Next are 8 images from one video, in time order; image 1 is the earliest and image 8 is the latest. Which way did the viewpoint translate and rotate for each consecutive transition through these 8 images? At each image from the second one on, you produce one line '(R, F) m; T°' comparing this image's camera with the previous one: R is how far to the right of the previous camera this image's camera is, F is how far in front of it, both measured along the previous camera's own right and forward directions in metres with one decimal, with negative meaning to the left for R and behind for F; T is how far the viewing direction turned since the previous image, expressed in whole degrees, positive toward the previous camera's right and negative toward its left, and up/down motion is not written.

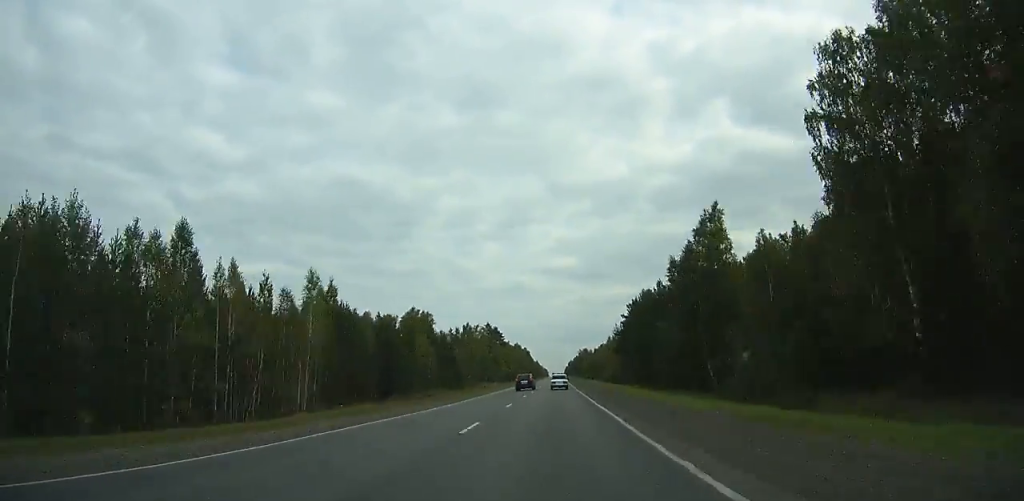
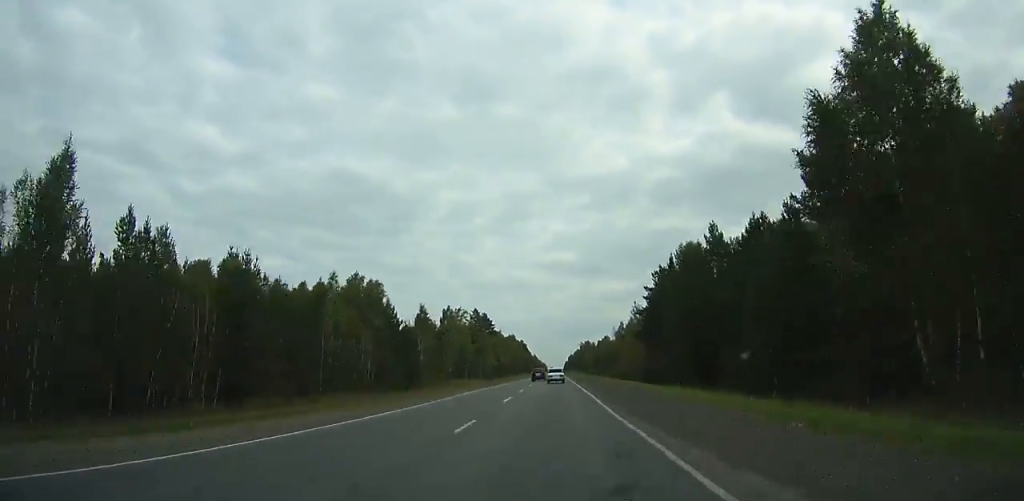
(0.0, +35.7) m; 0°
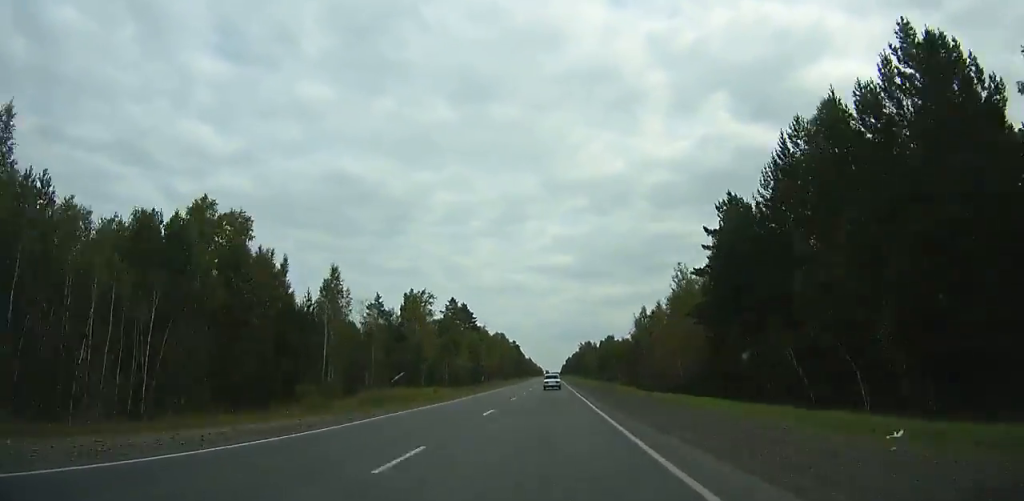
(-0.2, +41.1) m; 0°
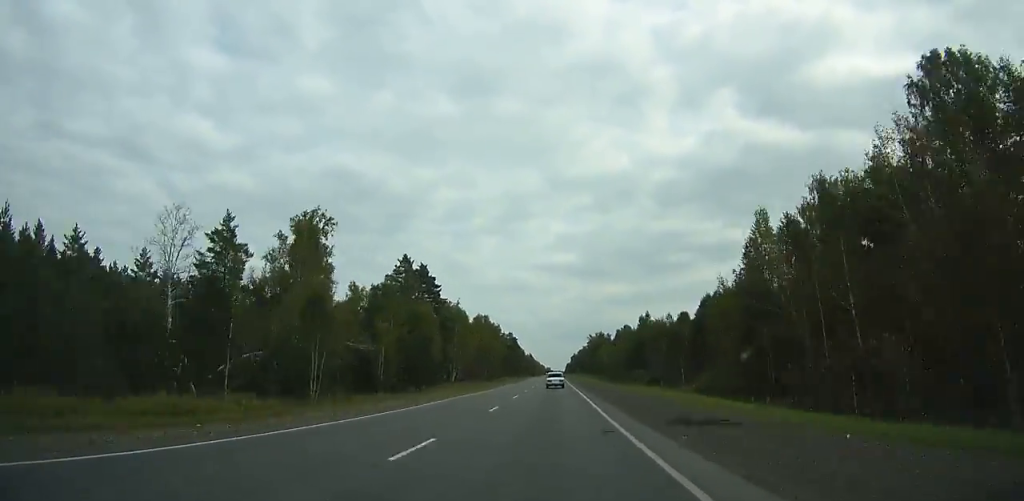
(-0.1, +58.3) m; 0°
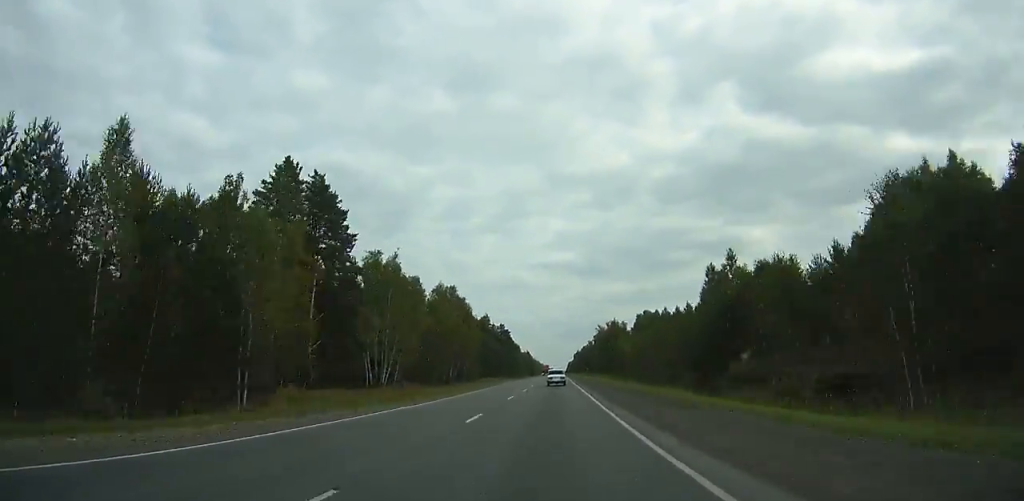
(0.0, +52.3) m; 0°
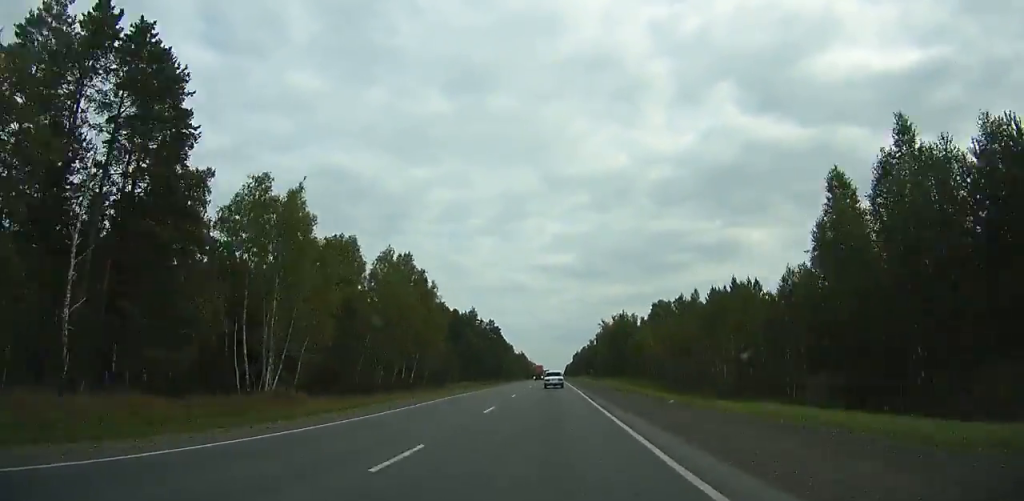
(0.0, +31.4) m; 0°
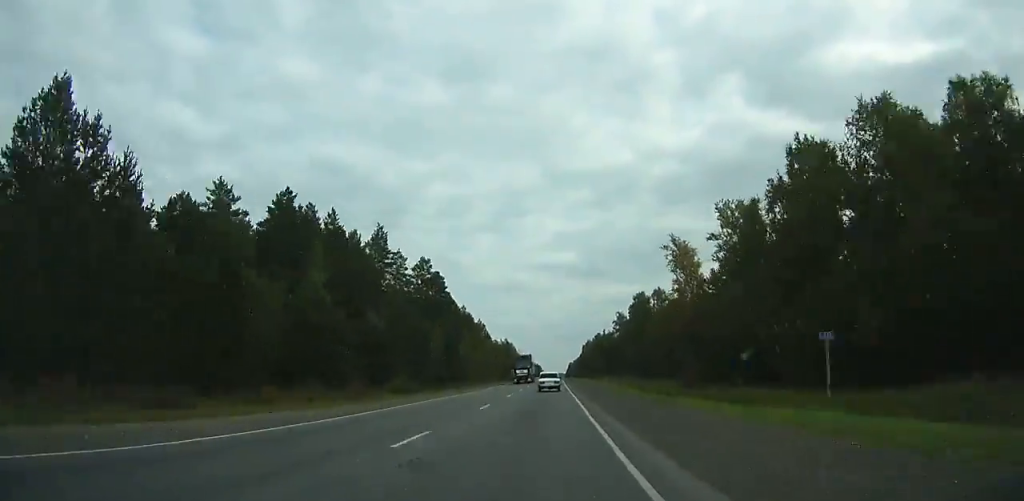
(0.0, +117.6) m; 0°
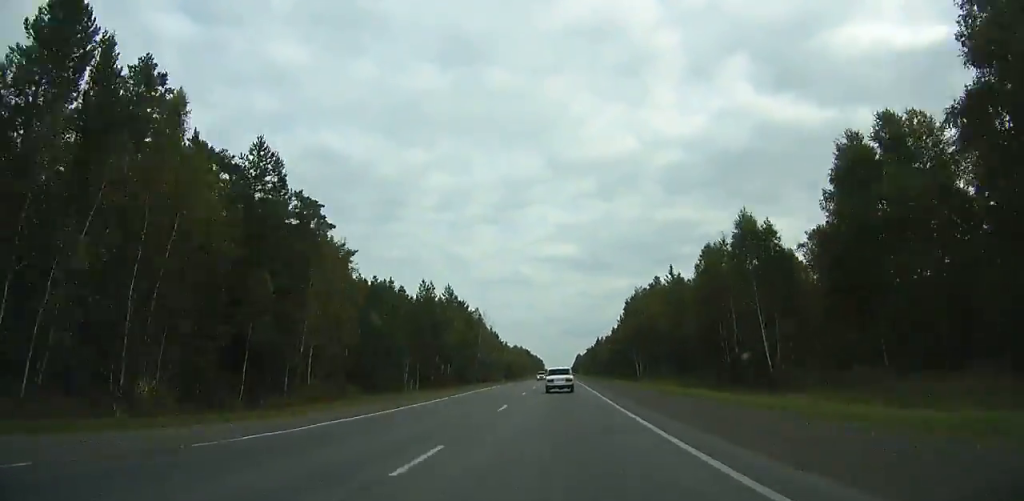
(-0.5, +132.2) m; 0°
